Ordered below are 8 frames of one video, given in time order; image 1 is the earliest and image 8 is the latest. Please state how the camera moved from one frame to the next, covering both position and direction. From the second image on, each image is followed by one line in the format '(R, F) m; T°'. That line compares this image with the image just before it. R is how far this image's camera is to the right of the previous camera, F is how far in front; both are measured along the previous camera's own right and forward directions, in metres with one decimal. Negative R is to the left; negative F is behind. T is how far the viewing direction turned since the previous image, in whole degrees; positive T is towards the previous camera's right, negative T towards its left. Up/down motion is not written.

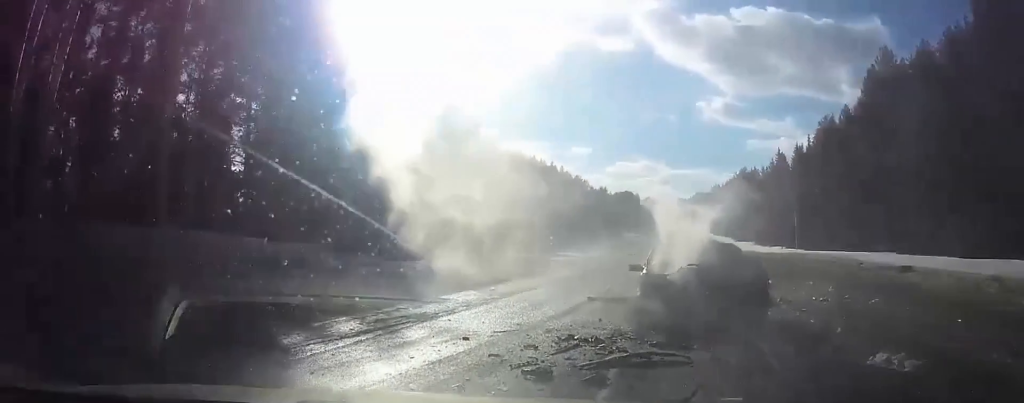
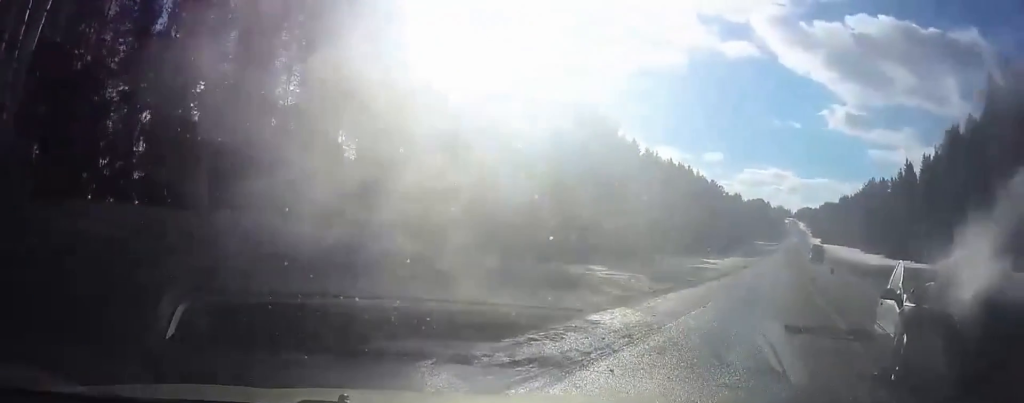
(0.0, +4.0) m; 0°
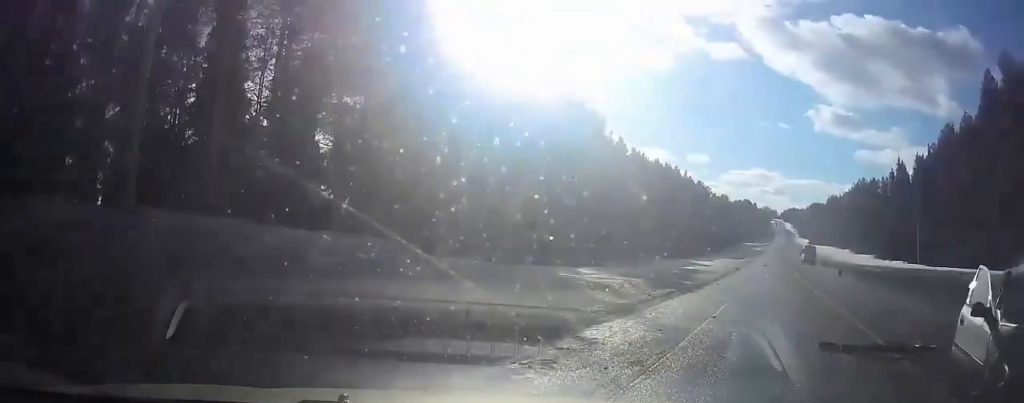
(0.0, +1.9) m; +3°
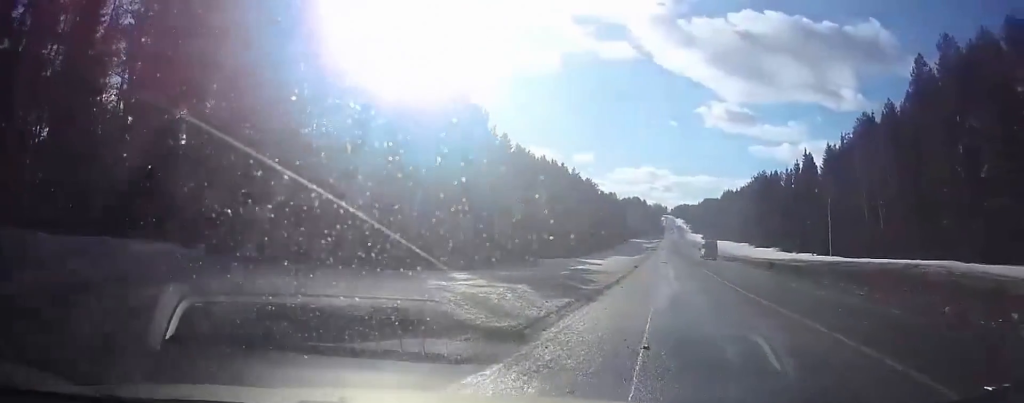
(+0.3, +4.2) m; +11°
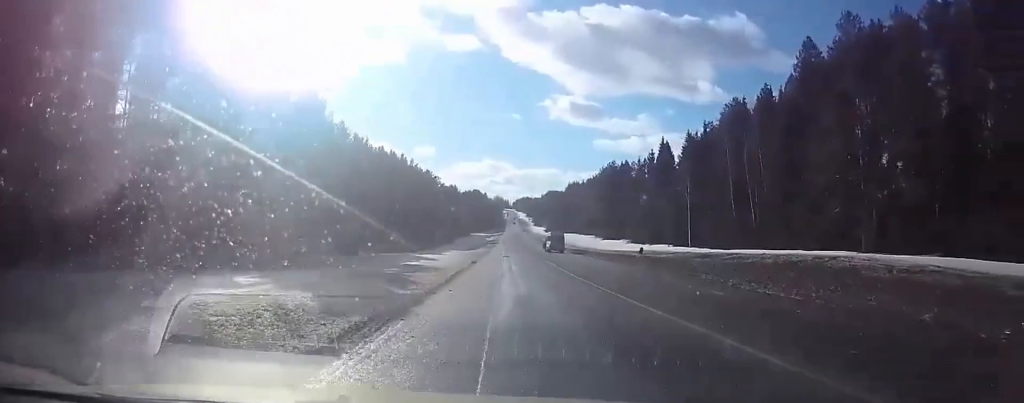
(+0.6, +5.1) m; +16°
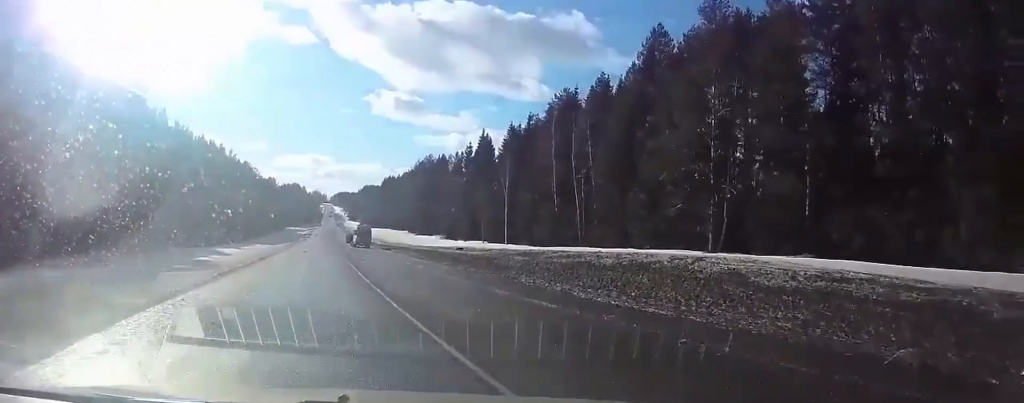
(+0.6, +4.9) m; +8°
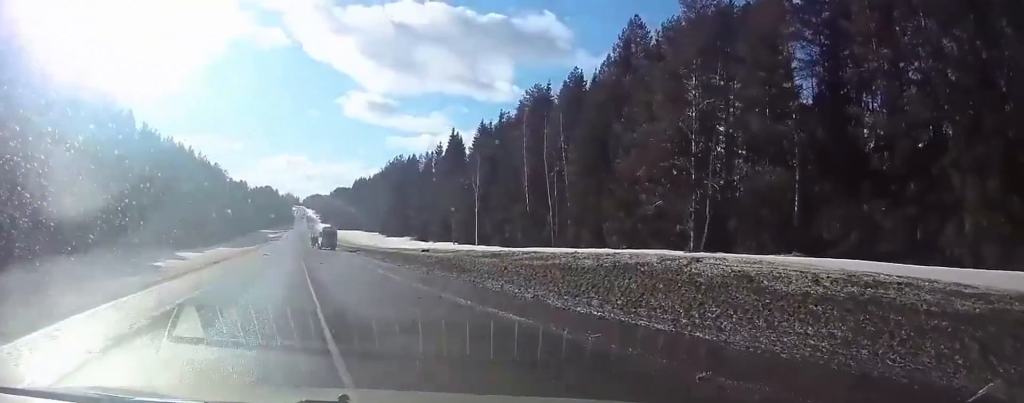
(+0.1, +2.6) m; 0°
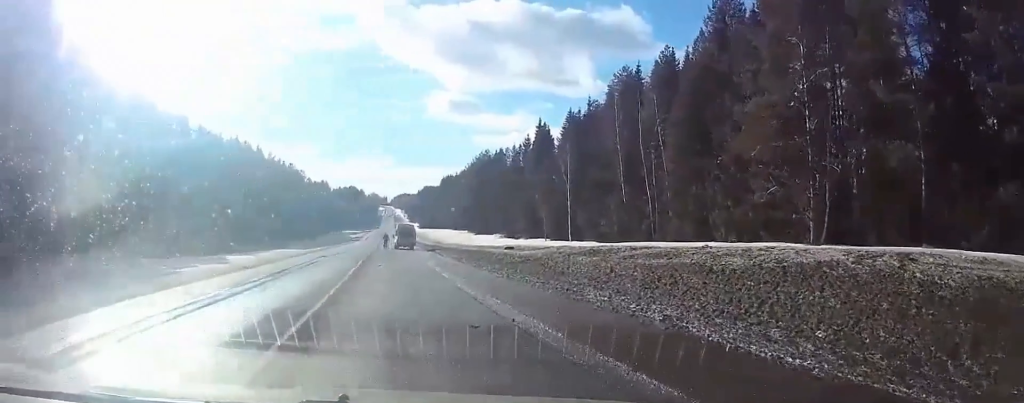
(-0.3, +5.8) m; -7°
